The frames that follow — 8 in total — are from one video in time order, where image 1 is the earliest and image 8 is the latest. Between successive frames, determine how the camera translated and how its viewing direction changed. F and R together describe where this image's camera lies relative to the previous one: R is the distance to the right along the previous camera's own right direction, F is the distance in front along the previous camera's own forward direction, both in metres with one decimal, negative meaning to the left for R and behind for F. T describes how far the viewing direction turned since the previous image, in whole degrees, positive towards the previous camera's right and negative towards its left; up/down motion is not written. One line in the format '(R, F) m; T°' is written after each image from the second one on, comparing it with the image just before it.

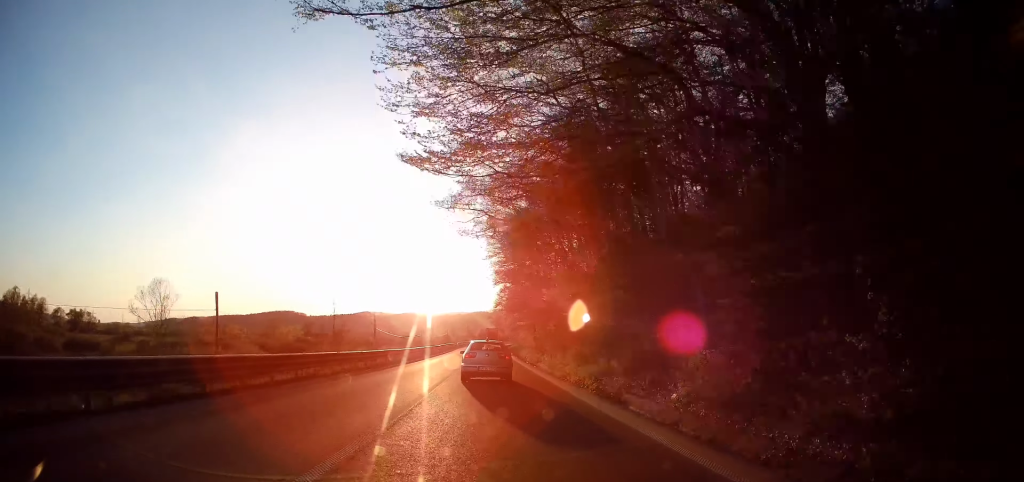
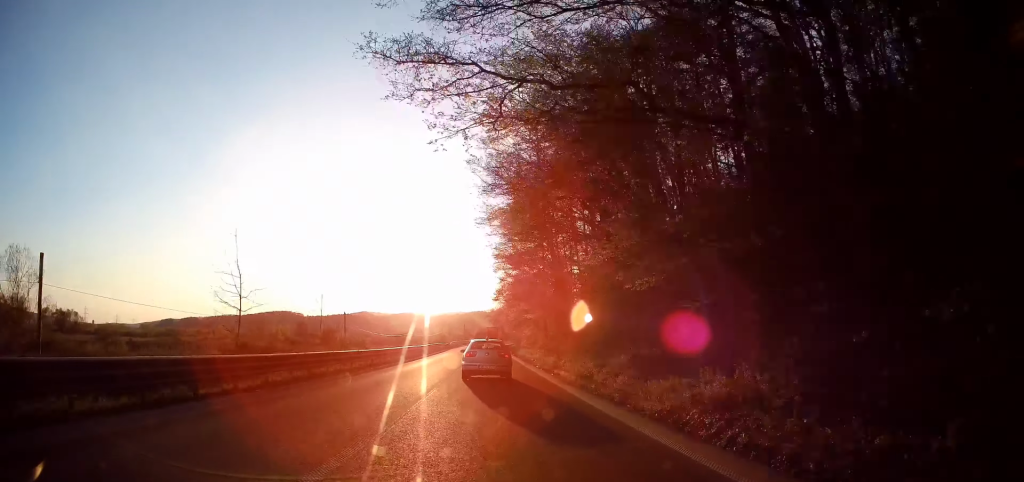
(0.0, +12.2) m; 0°
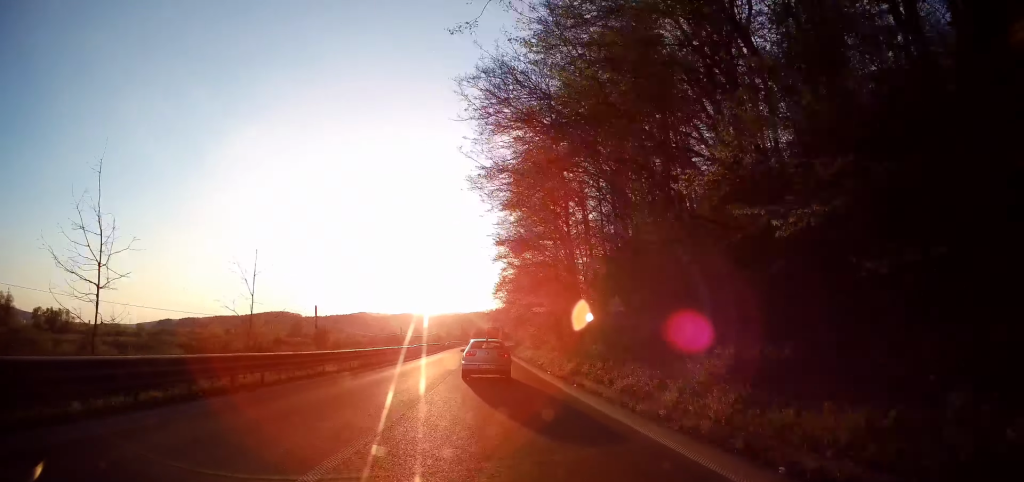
(0.0, +8.0) m; 0°
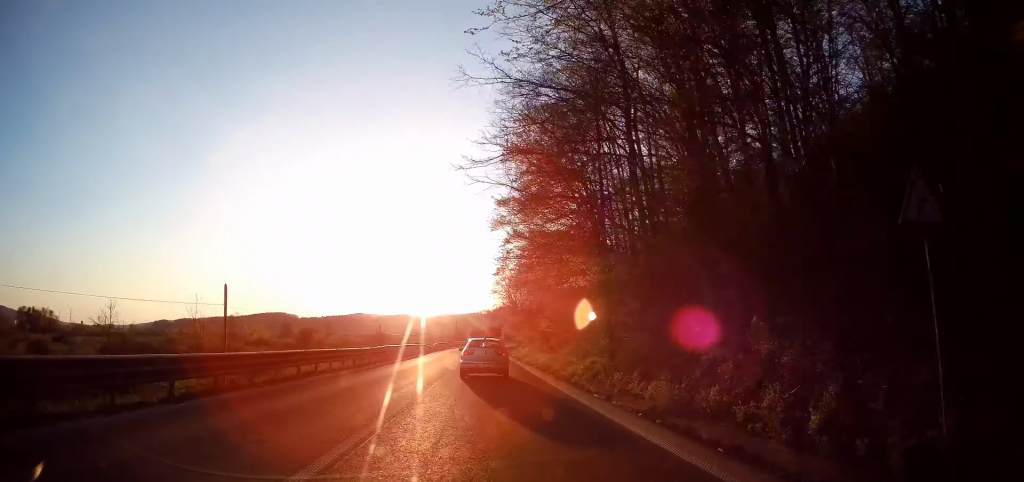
(-0.1, +14.2) m; -1°
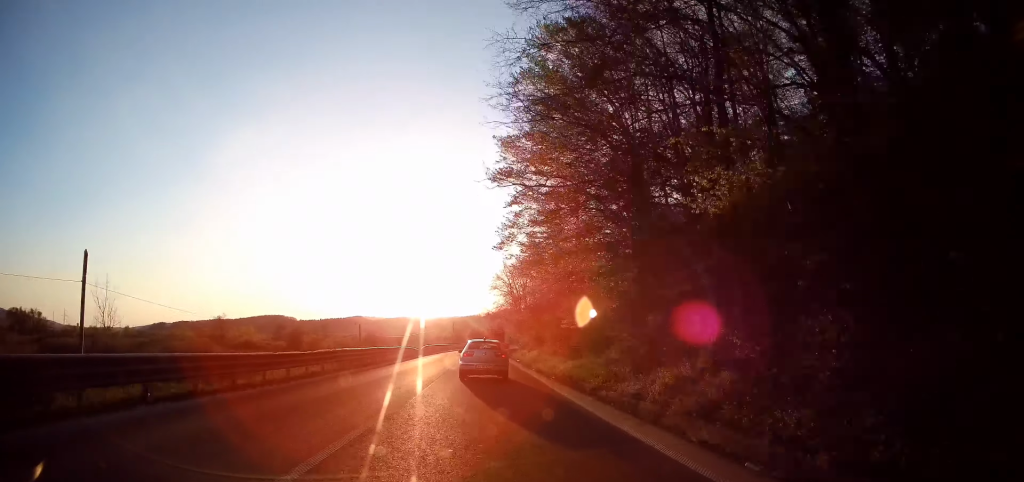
(+0.1, +10.6) m; -1°
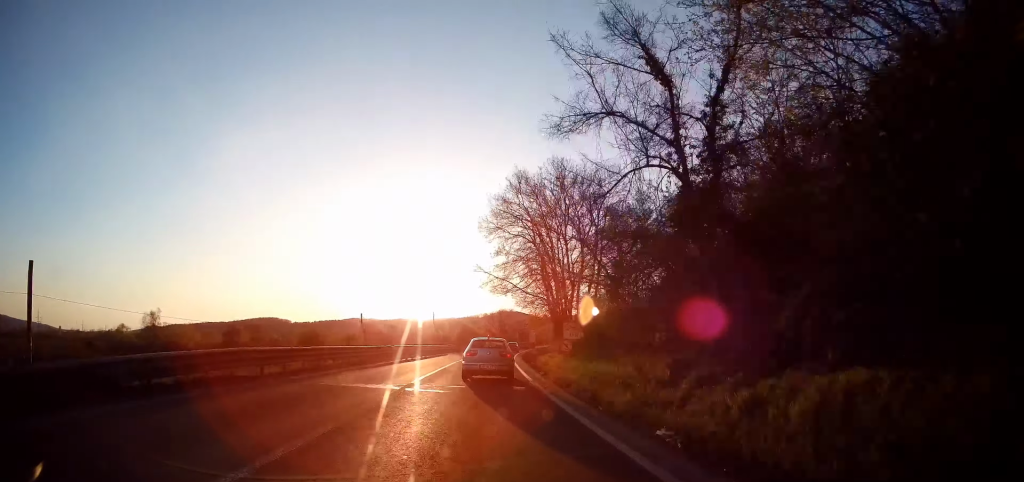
(+0.4, +44.9) m; +2°
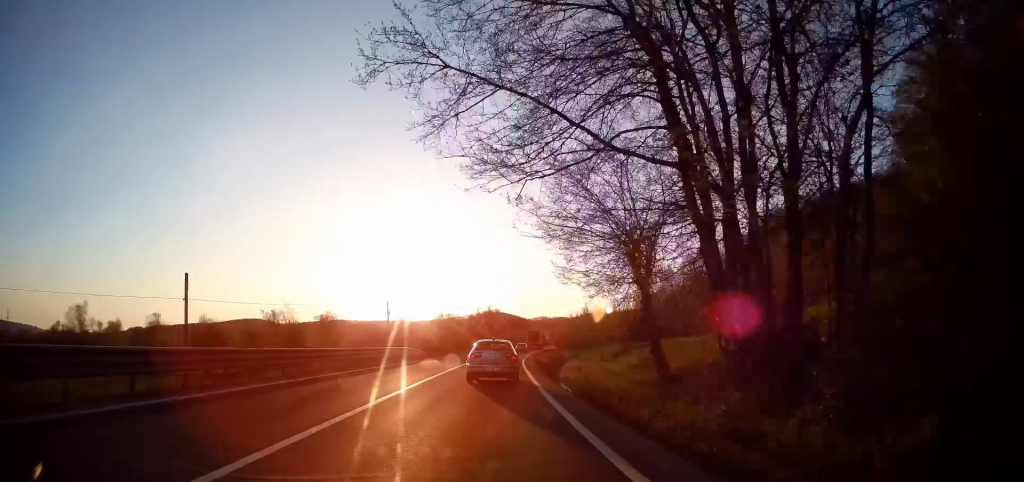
(0.0, +30.7) m; 0°
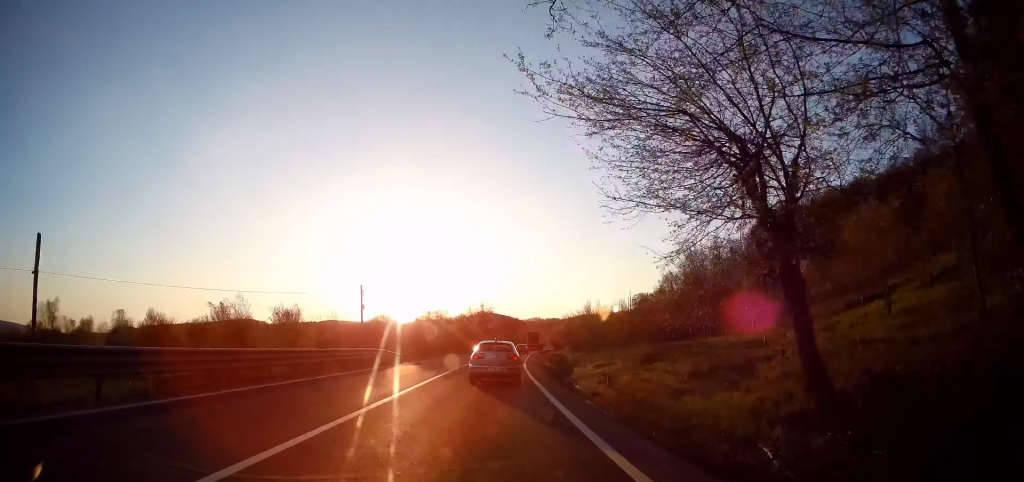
(+0.1, +9.1) m; 0°
